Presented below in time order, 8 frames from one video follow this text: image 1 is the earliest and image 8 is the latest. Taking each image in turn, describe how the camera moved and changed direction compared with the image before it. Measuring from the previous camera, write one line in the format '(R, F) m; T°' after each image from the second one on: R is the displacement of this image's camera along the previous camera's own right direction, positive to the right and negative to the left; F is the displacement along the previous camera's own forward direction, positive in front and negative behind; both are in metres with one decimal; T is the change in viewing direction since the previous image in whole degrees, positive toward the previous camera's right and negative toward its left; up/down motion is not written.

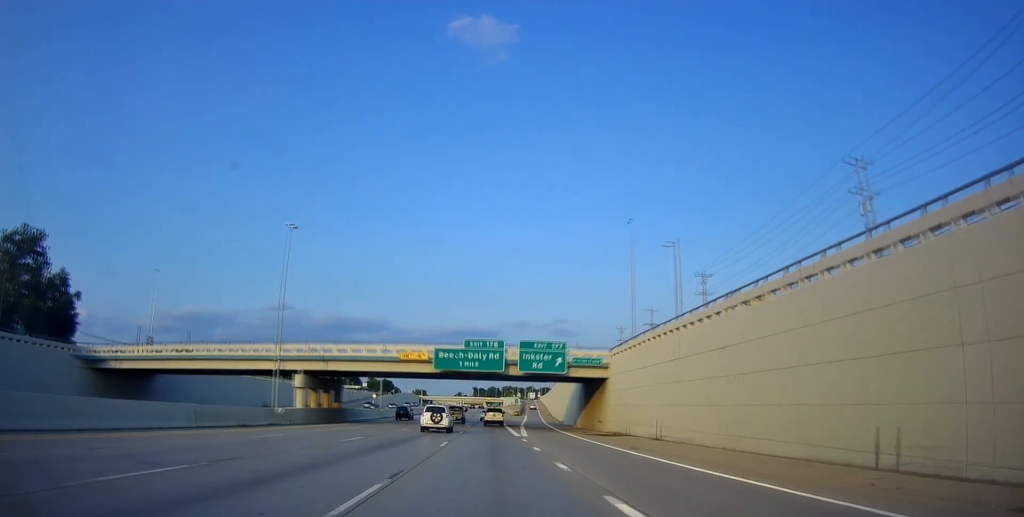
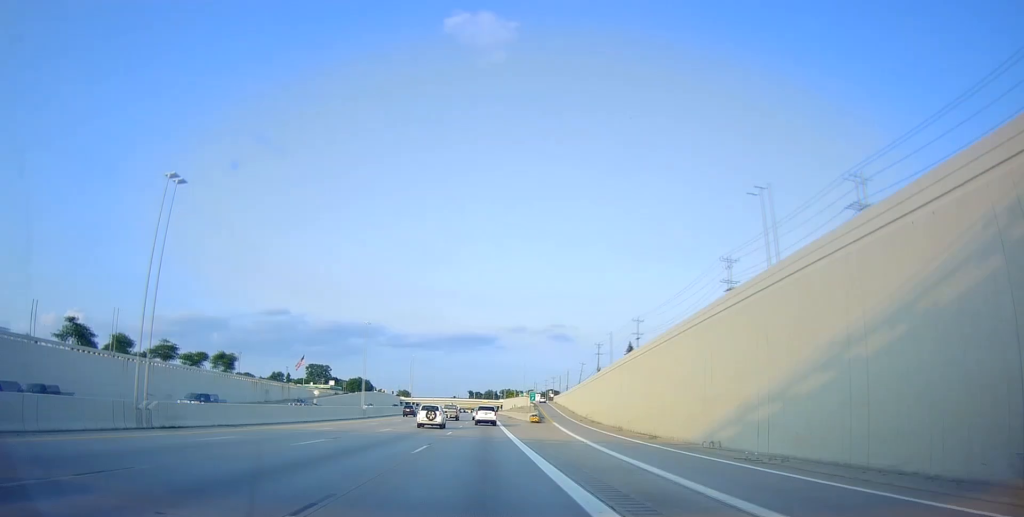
(-0.2, +63.6) m; +1°
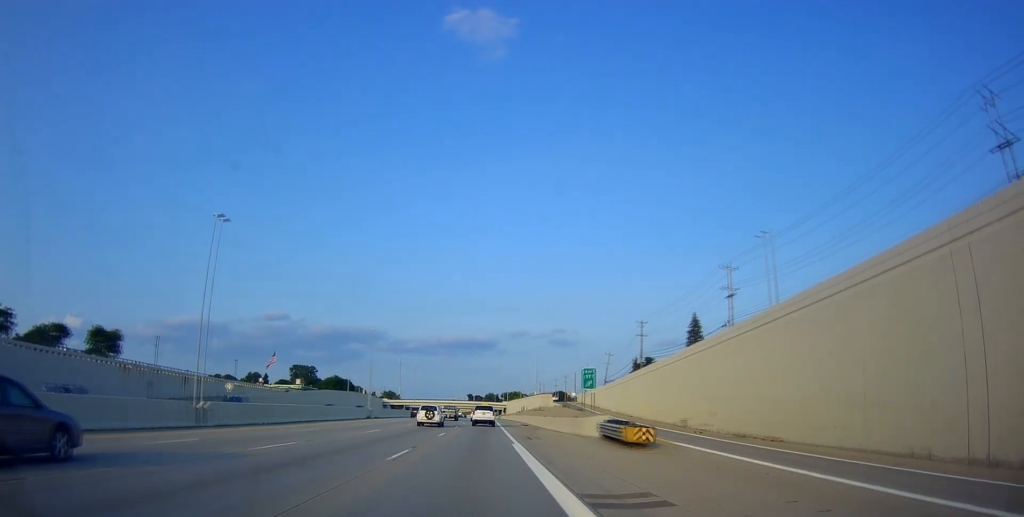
(0.0, +47.9) m; 0°
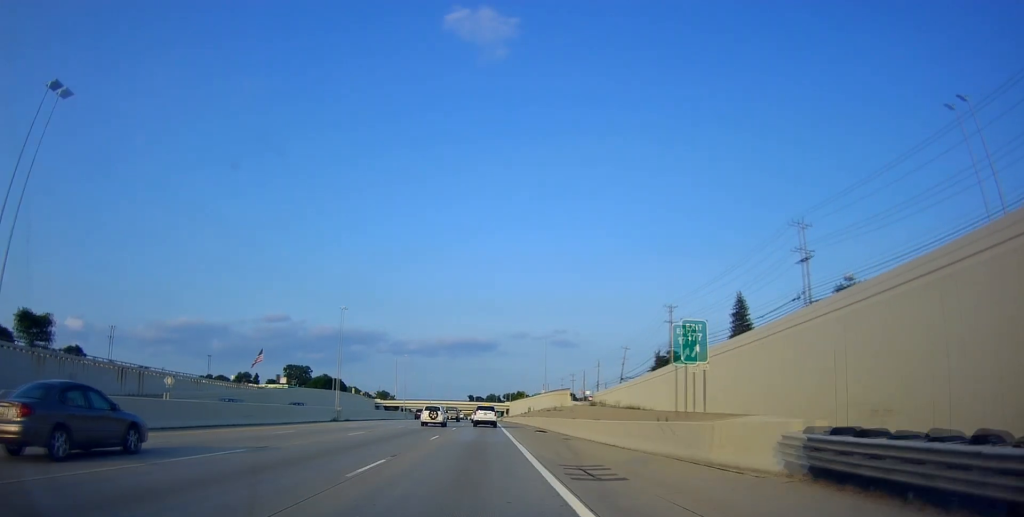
(0.0, +19.3) m; 0°
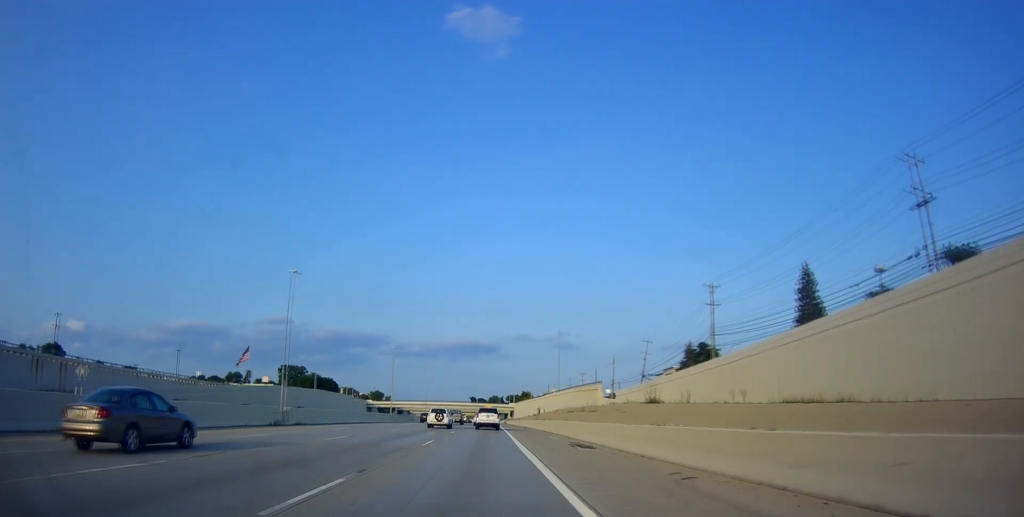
(0.0, +19.4) m; 0°
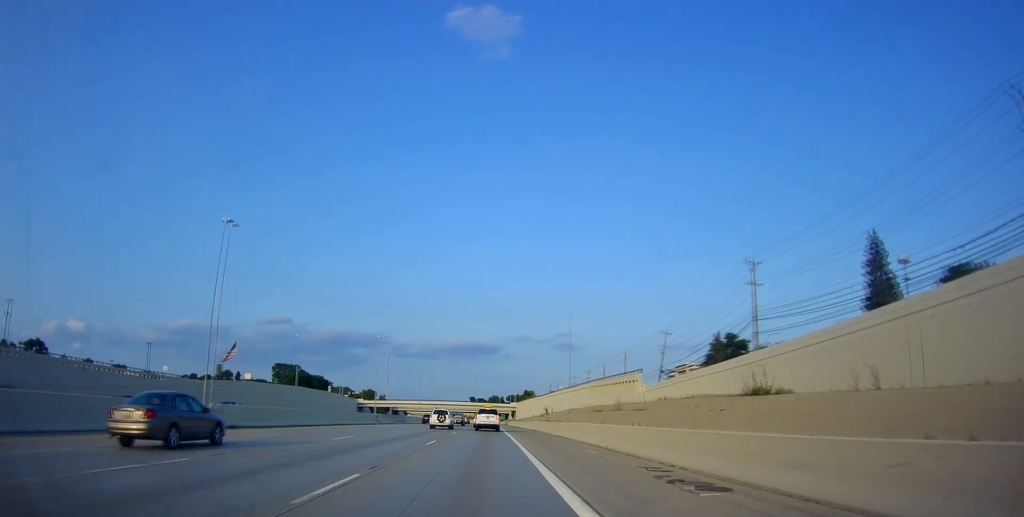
(0.0, +14.5) m; -1°
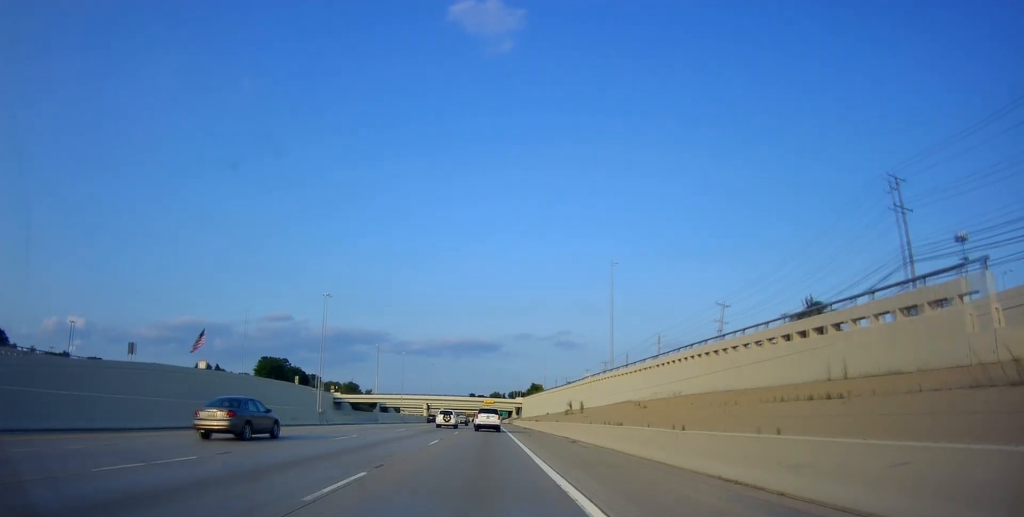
(-0.3, +30.9) m; -1°
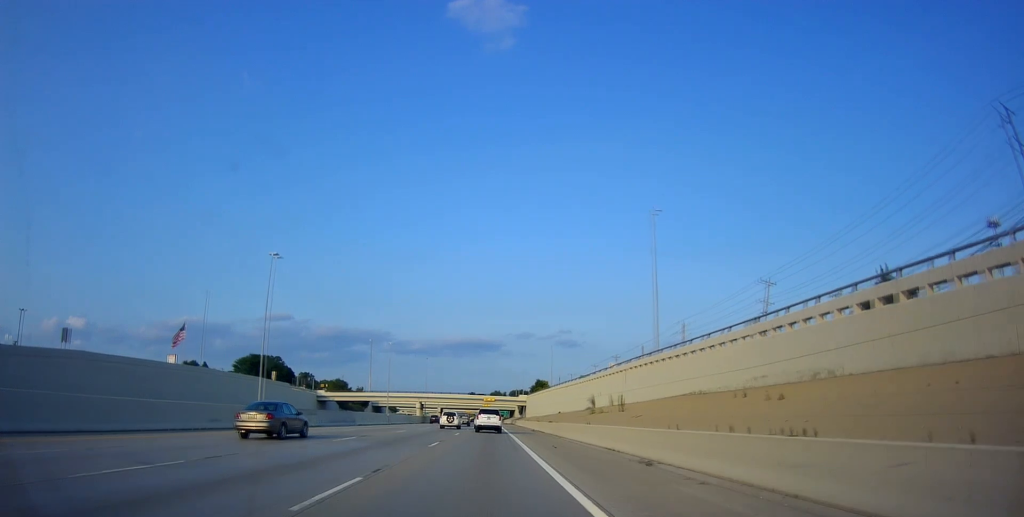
(-0.2, +16.3) m; 0°
